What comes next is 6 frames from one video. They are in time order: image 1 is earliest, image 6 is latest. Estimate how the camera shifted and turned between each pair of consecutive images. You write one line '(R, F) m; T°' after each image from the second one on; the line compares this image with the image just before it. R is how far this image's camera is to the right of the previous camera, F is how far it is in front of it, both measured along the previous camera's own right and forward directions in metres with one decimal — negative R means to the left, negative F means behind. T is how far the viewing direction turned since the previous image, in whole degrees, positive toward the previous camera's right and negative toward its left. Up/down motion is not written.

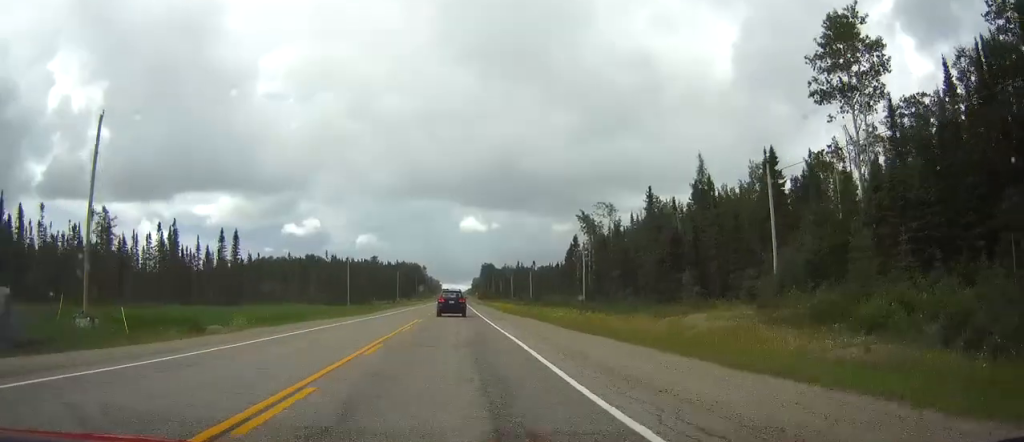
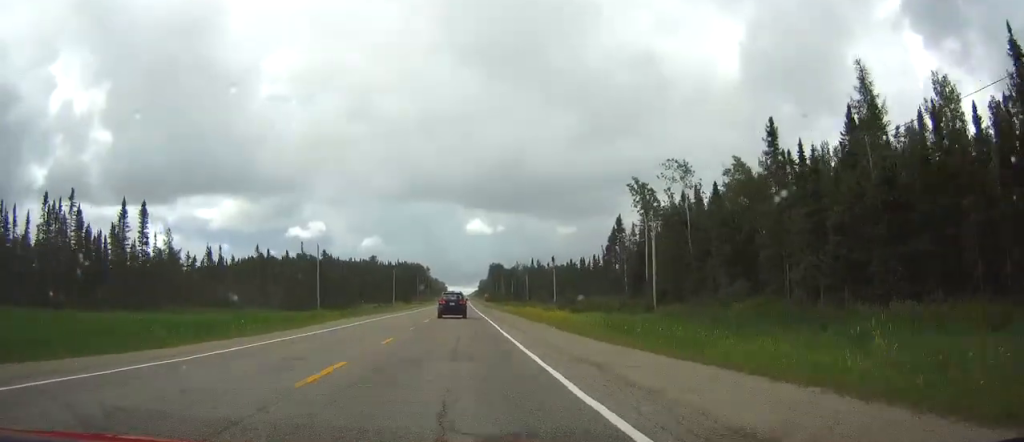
(0.0, +35.2) m; 0°
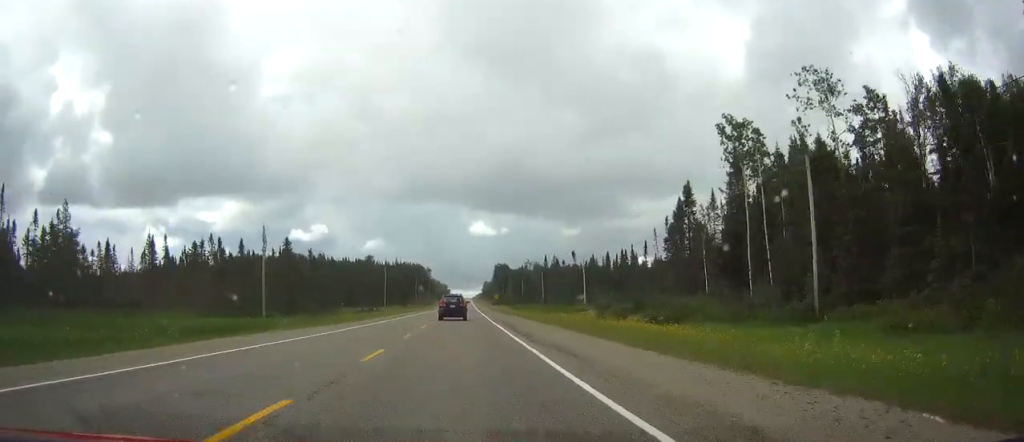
(-0.1, +31.8) m; 0°
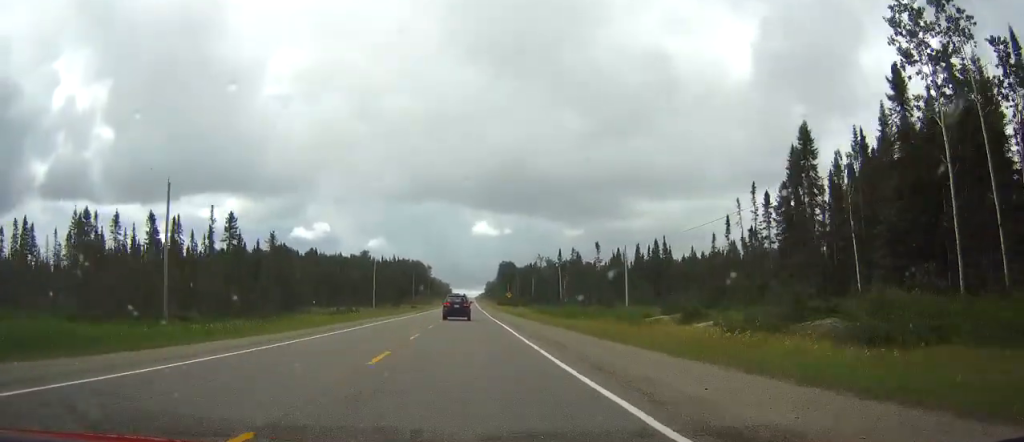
(-0.1, +27.4) m; 0°
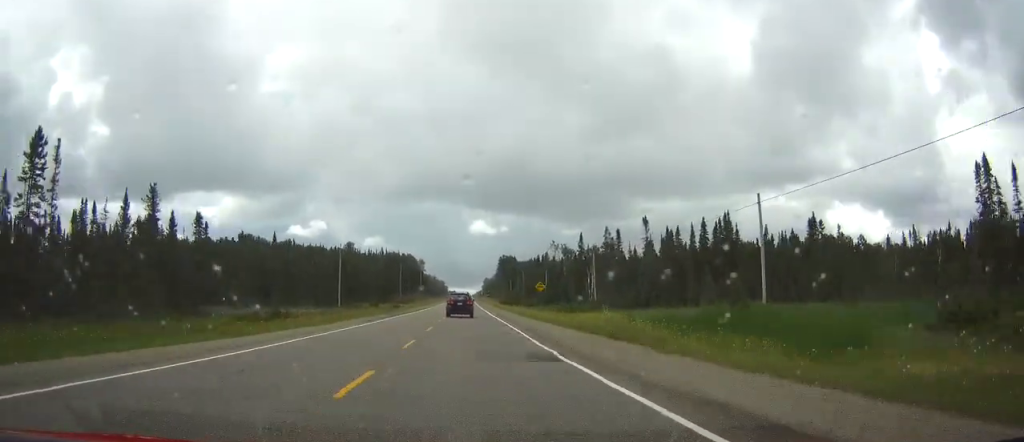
(0.0, +40.4) m; 0°
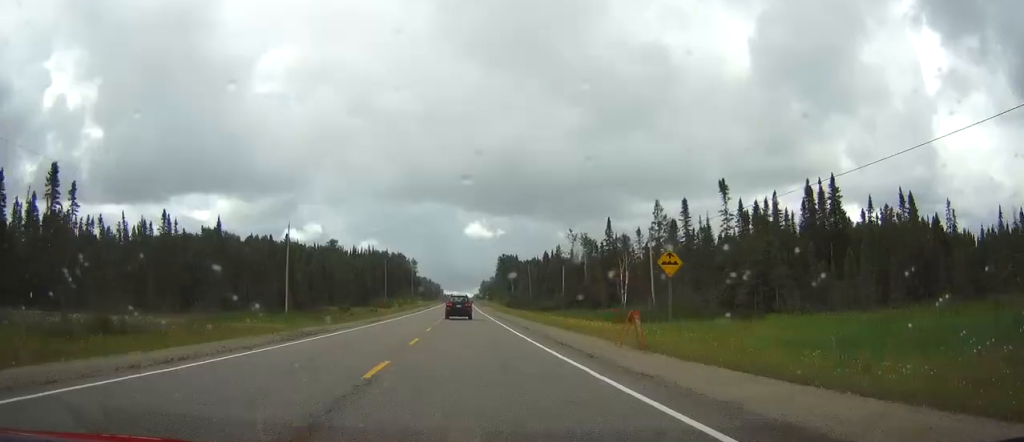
(+0.1, +33.7) m; 0°
